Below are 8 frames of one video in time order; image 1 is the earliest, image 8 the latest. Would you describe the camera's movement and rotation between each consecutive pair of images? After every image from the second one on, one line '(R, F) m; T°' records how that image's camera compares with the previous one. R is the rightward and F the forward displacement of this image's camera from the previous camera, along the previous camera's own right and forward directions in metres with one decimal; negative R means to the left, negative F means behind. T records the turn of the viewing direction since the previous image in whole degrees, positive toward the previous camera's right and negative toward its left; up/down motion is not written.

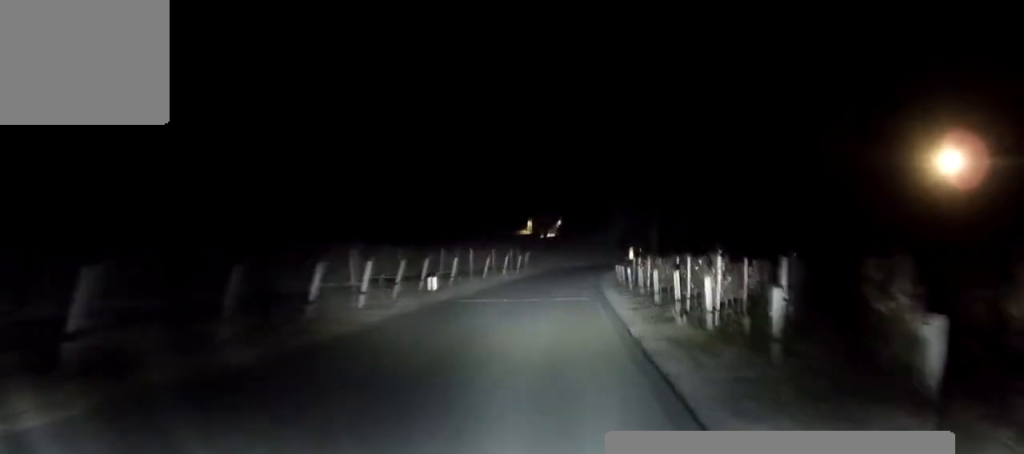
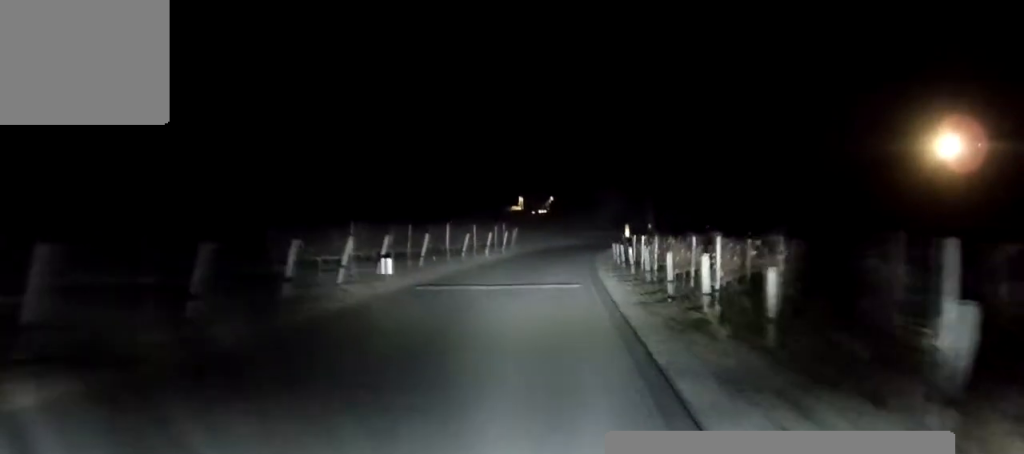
(+0.1, +5.4) m; 0°
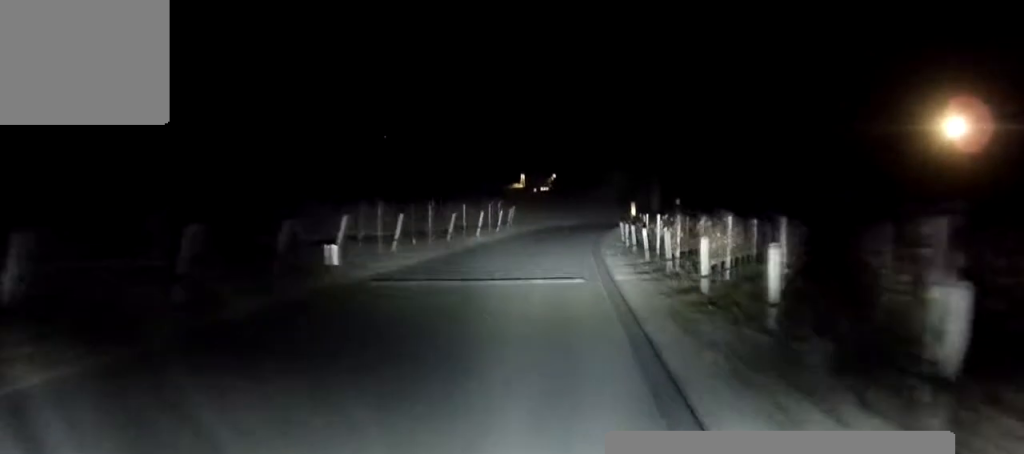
(+0.1, +4.8) m; -1°
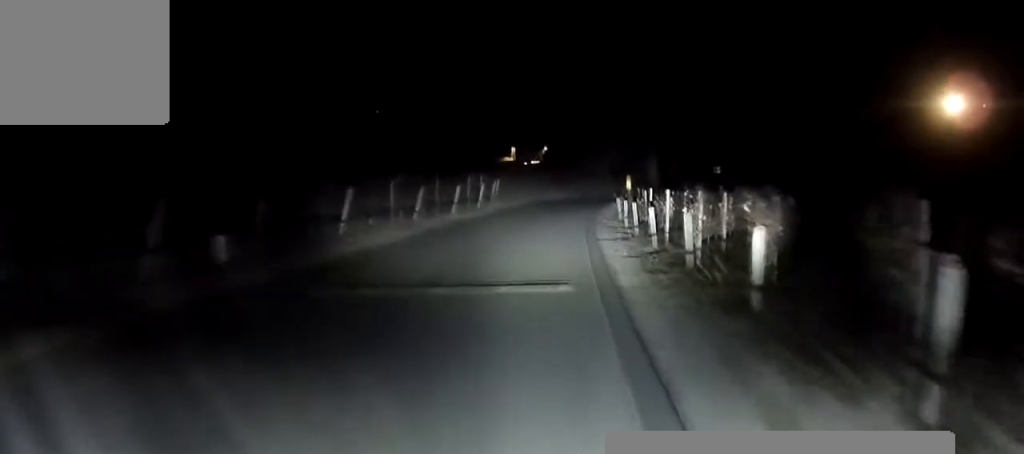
(-0.1, +4.8) m; -1°
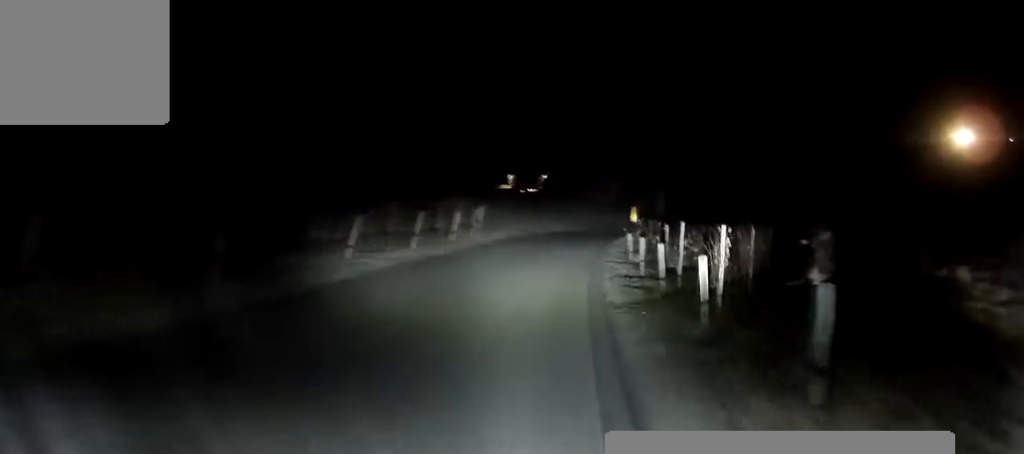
(-0.1, +7.6) m; -1°
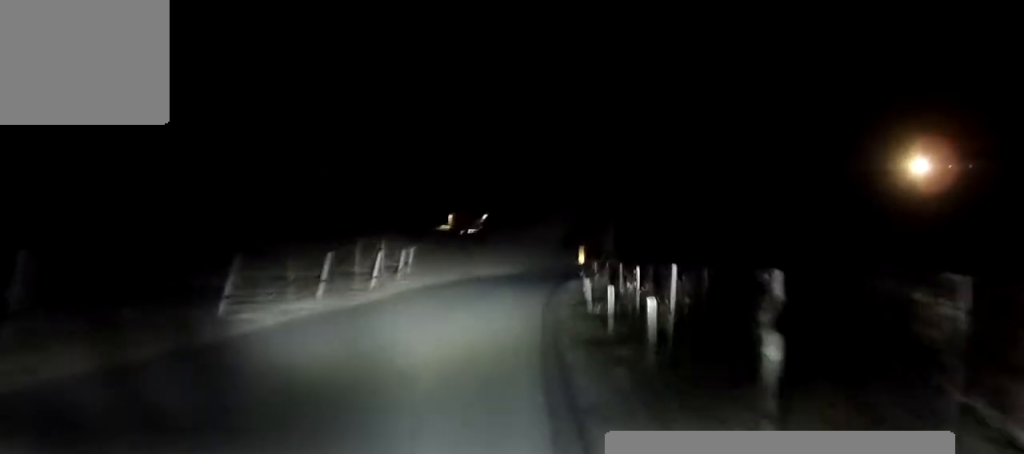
(0.0, +5.0) m; 0°
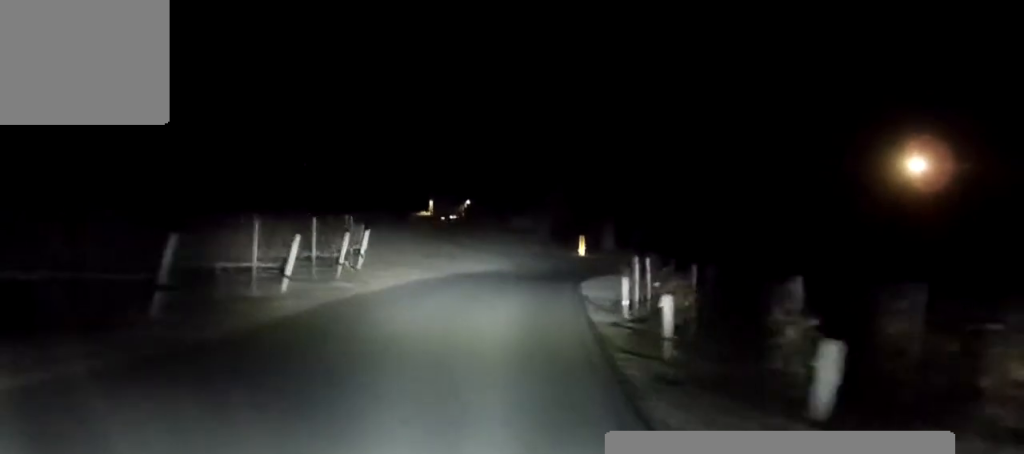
(+0.1, +10.3) m; +1°
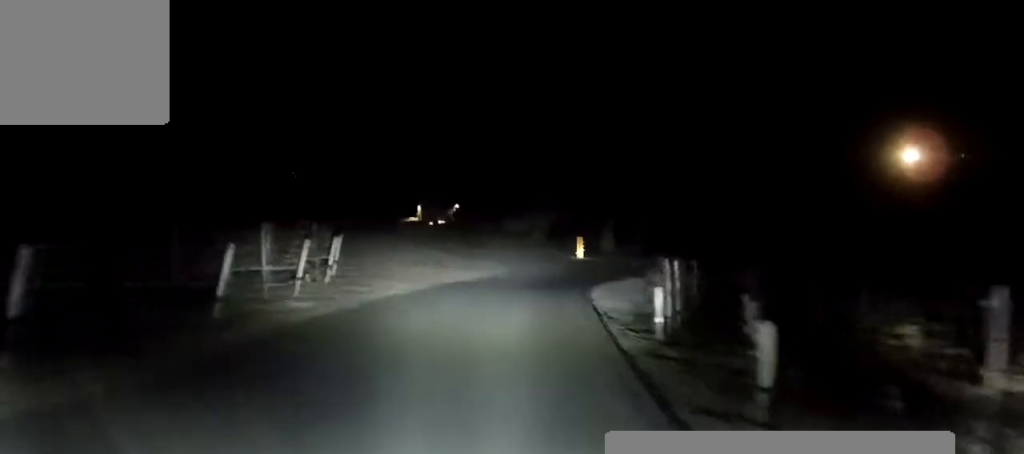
(0.0, +3.9) m; +1°
